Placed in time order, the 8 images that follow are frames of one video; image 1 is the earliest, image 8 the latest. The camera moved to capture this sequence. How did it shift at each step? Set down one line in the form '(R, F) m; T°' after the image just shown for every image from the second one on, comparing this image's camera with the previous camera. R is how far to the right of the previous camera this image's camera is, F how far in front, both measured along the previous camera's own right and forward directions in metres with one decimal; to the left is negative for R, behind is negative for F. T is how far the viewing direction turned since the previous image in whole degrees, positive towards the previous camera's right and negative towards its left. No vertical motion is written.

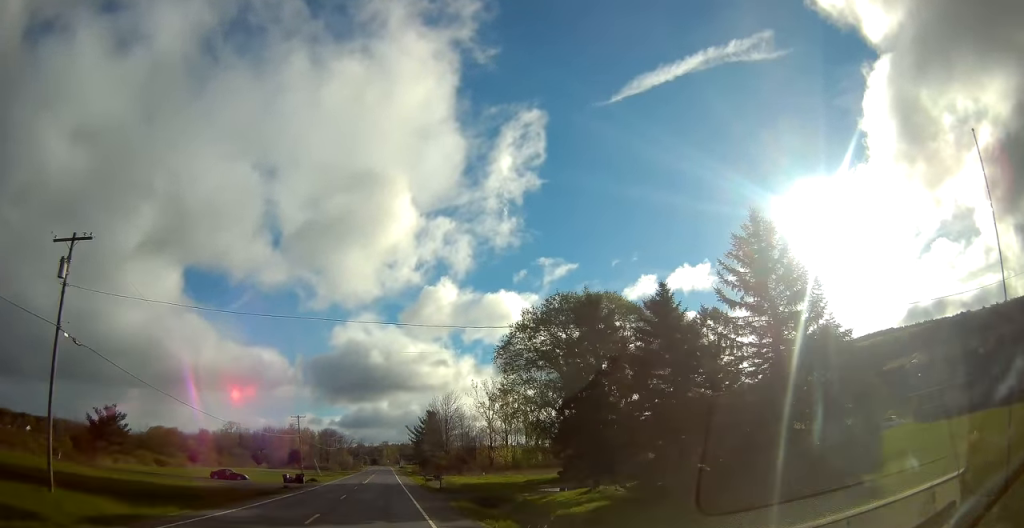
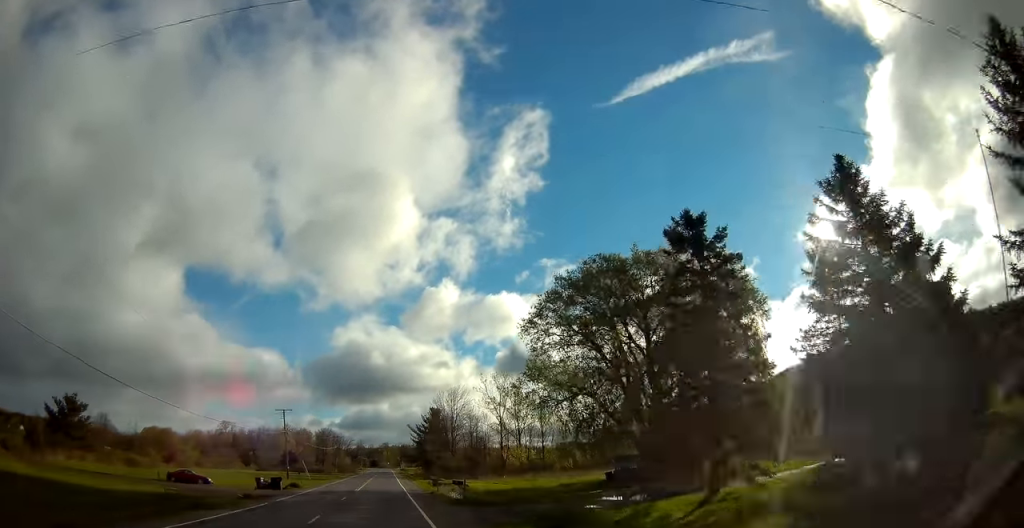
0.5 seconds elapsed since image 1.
(-0.1, +13.3) m; 0°
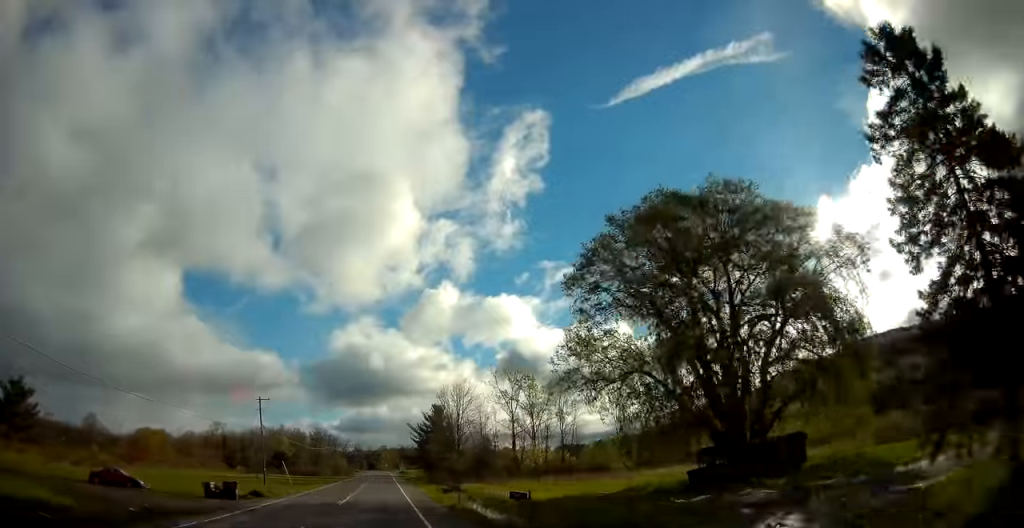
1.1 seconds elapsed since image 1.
(+0.2, +14.1) m; 0°
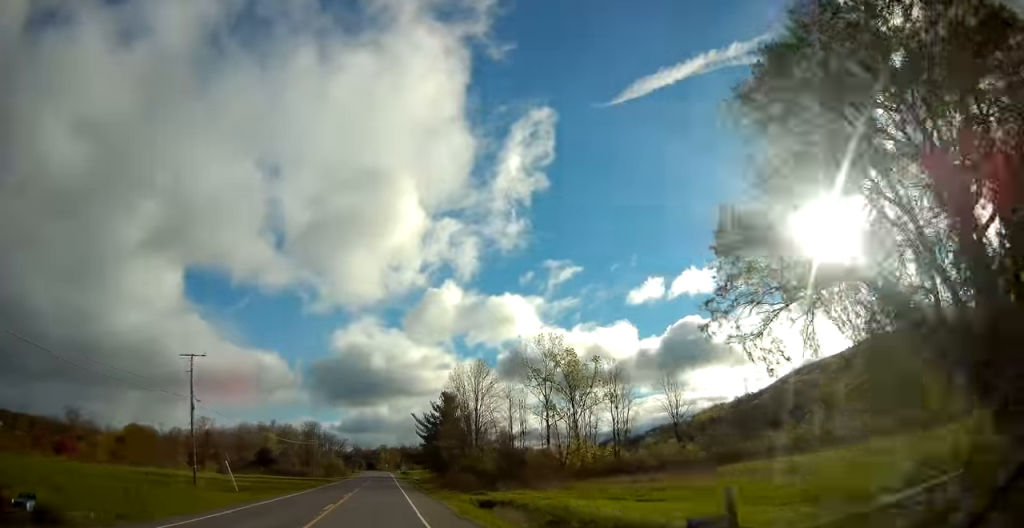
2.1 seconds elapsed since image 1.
(-0.1, +24.1) m; 0°
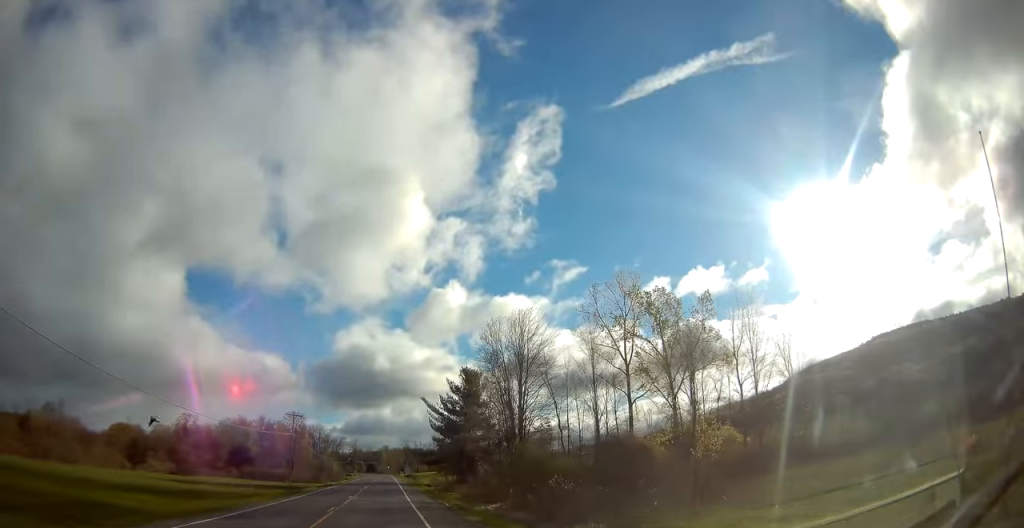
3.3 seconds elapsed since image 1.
(-0.1, +30.7) m; 0°
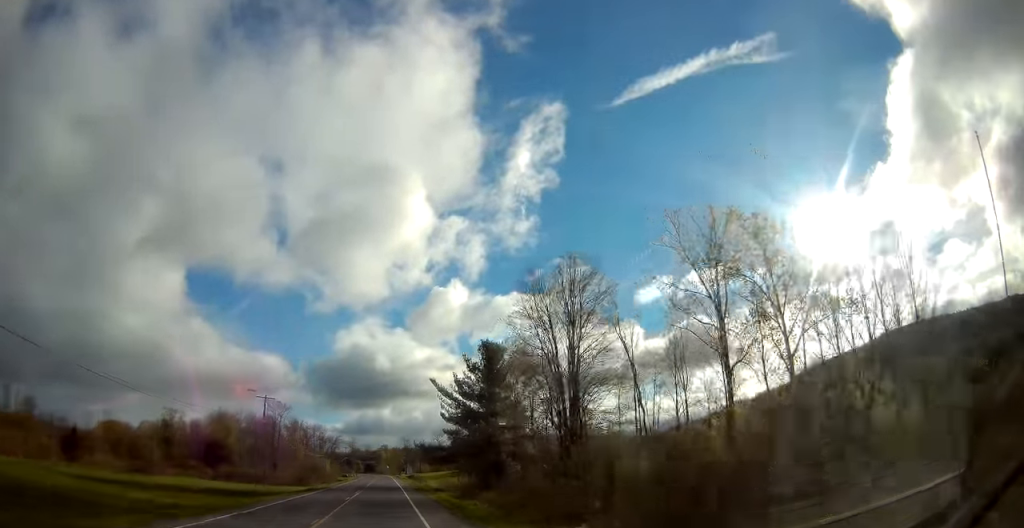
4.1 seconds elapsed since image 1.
(+0.2, +19.1) m; 0°
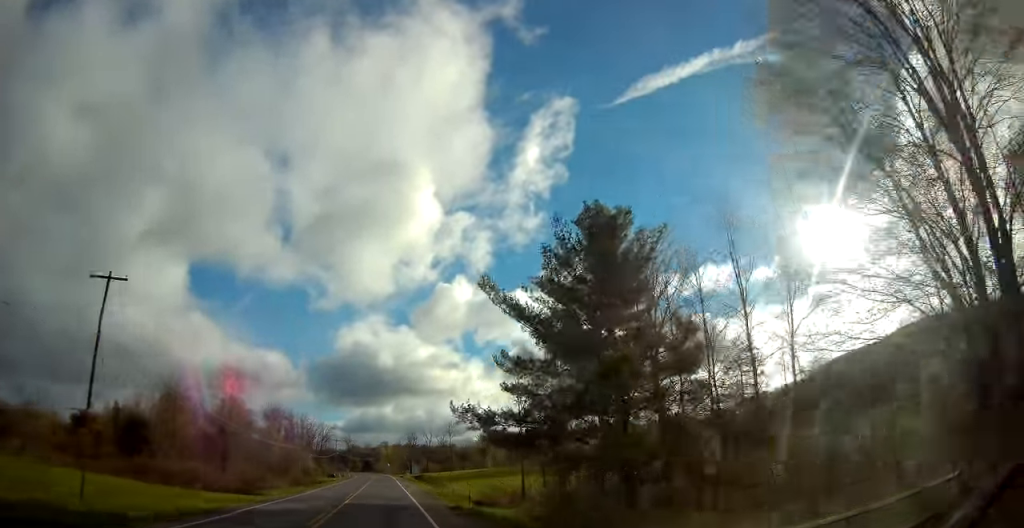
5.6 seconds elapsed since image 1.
(-0.1, +38.2) m; 0°
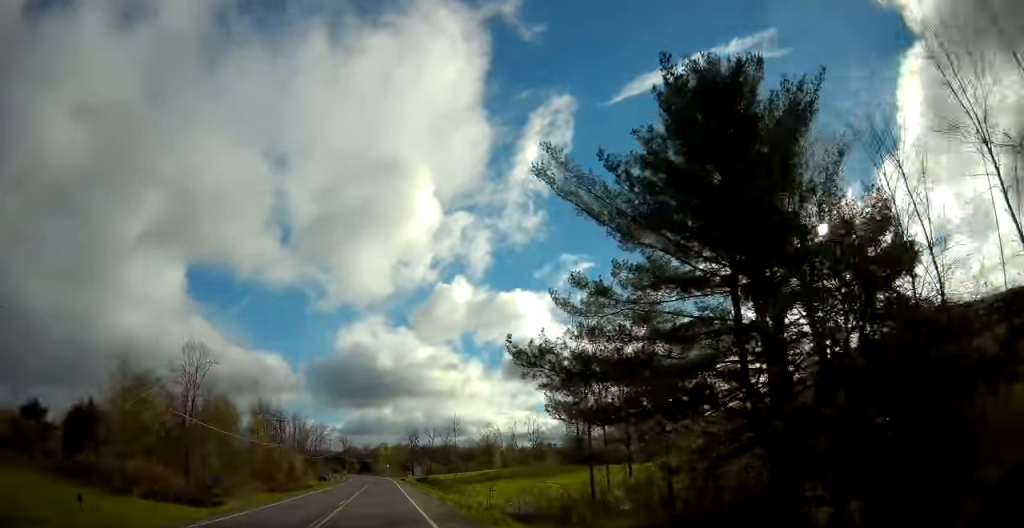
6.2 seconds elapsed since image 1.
(+0.2, +15.0) m; 0°
